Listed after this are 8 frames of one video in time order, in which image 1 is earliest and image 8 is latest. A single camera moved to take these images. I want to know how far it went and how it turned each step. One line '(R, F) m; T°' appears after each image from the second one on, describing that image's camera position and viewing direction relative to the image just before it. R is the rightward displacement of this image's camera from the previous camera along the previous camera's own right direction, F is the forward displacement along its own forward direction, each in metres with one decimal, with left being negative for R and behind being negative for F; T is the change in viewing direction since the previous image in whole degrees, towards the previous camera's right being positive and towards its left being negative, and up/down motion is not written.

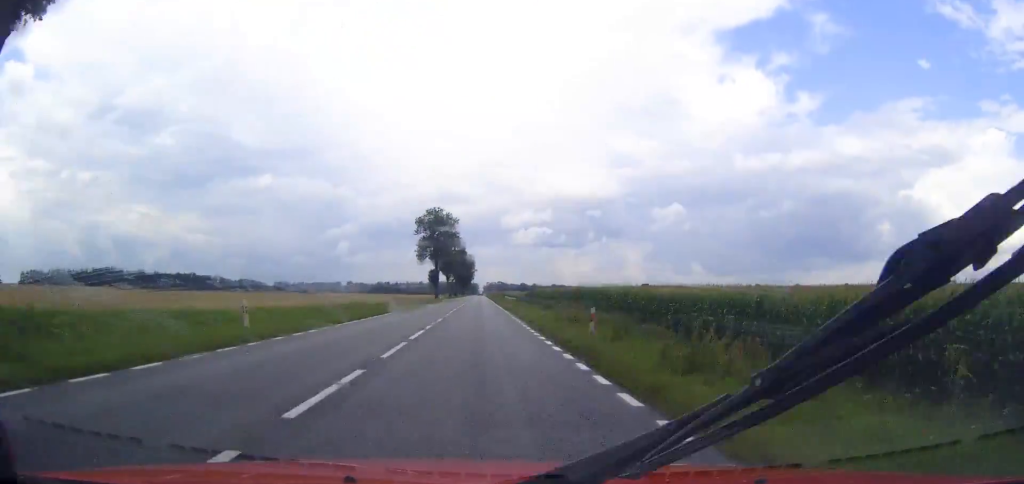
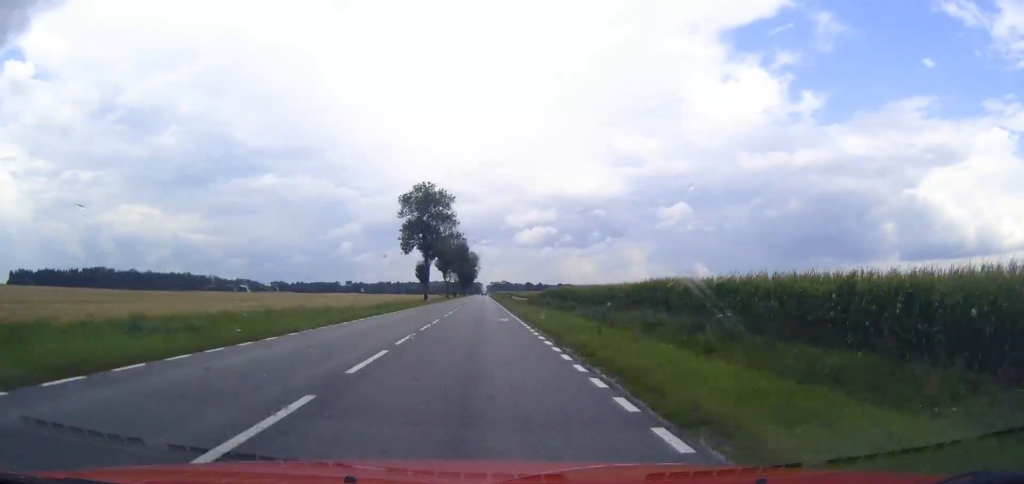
(0.0, +32.4) m; 0°
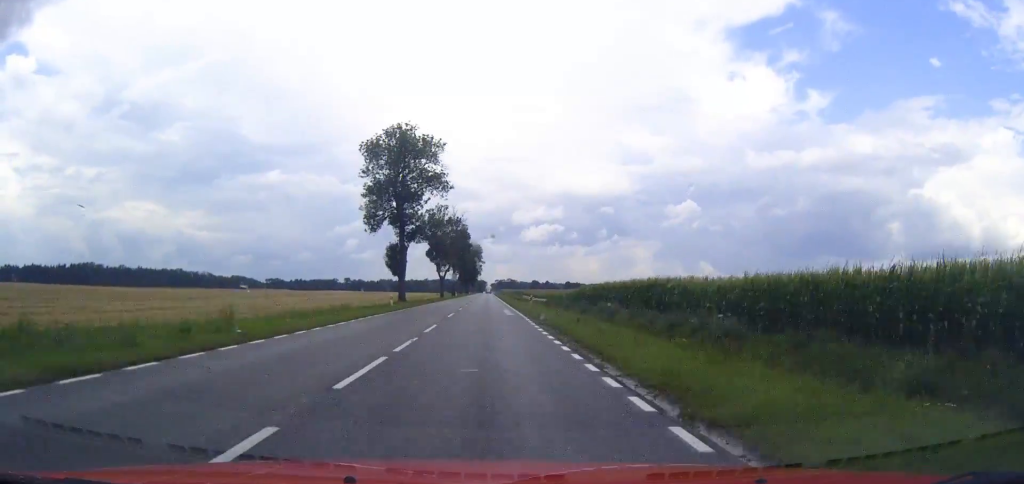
(-0.1, +38.6) m; 0°
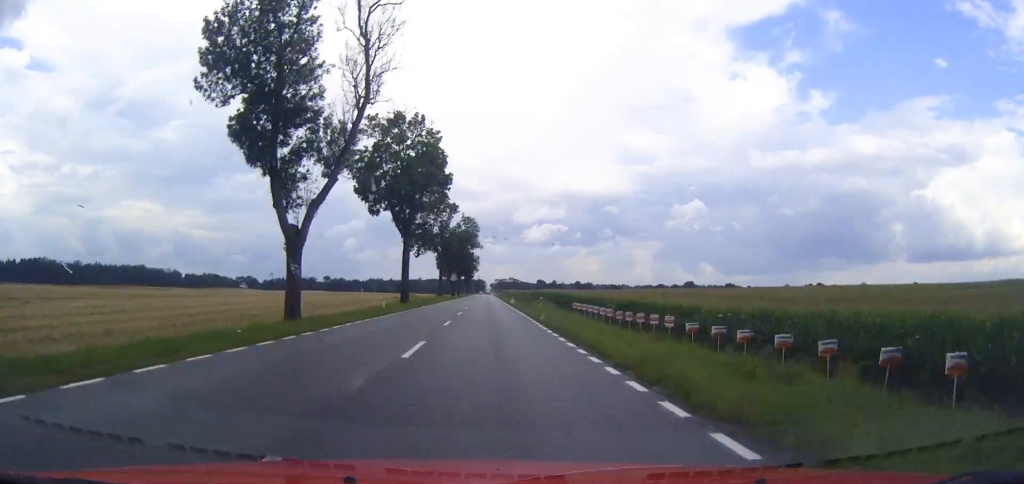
(-0.1, +105.9) m; 0°
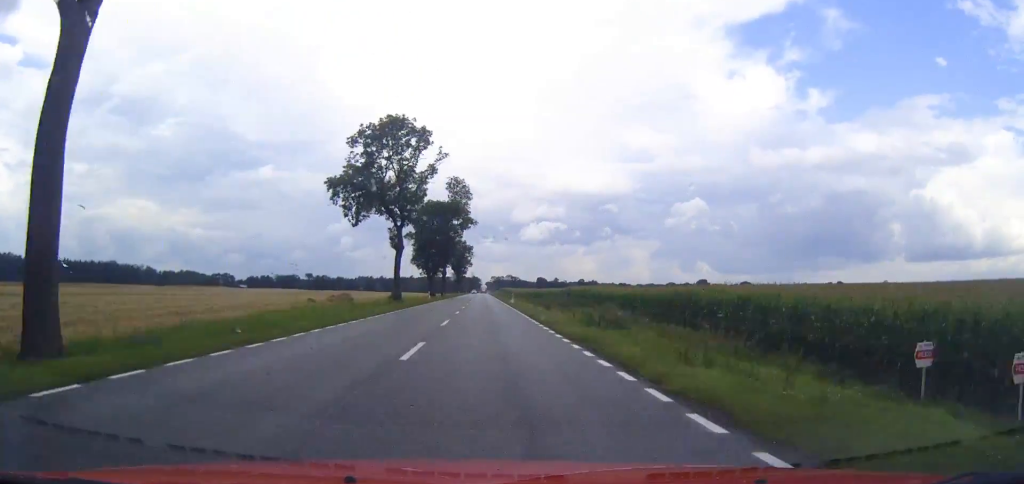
(+0.1, +61.1) m; 0°
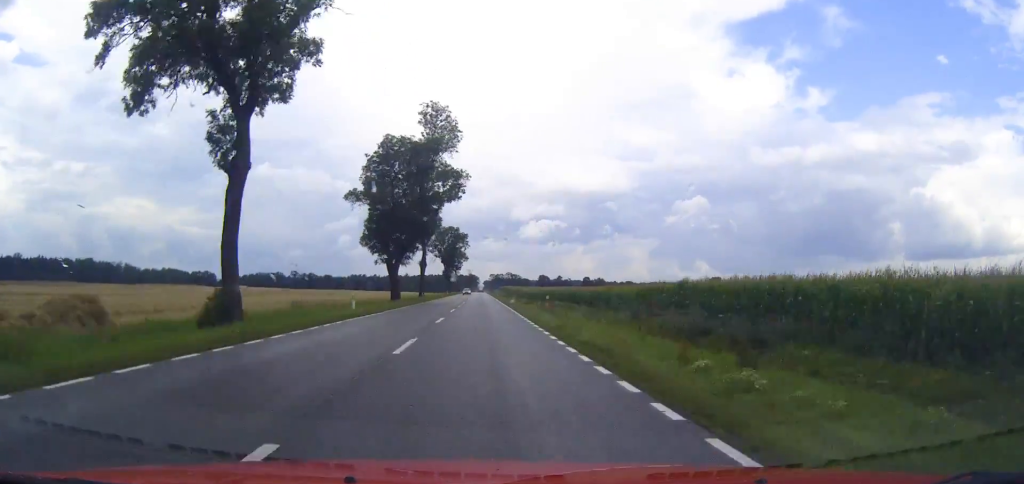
(+0.1, +47.3) m; 0°
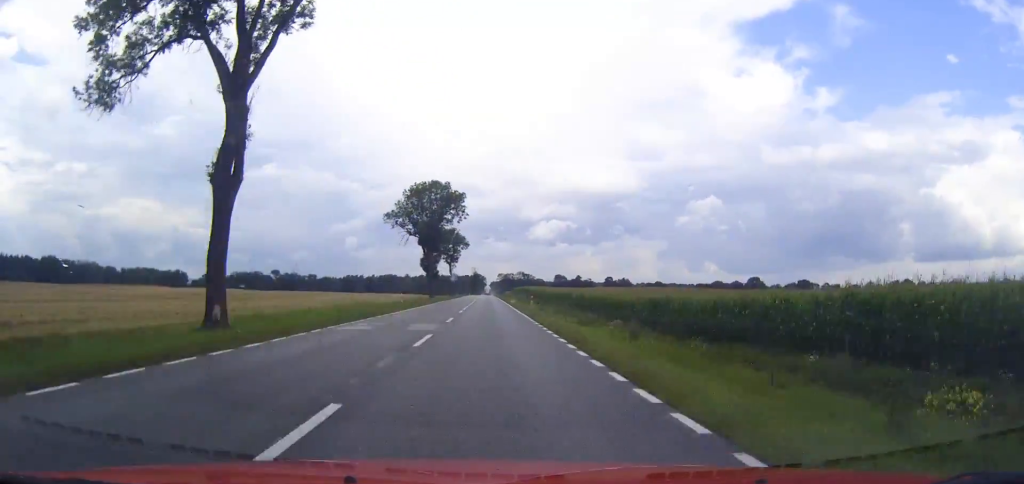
(-0.1, +82.8) m; 0°
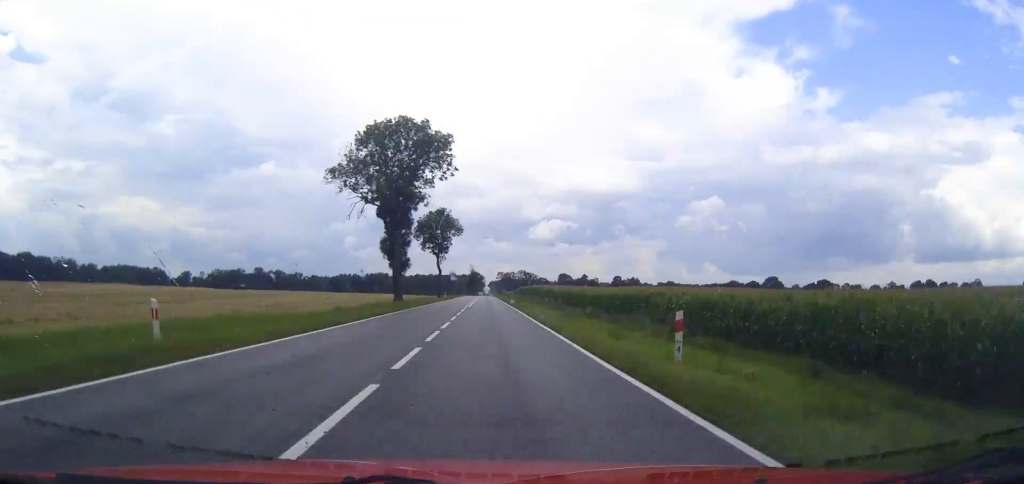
(0.0, +40.4) m; 0°
